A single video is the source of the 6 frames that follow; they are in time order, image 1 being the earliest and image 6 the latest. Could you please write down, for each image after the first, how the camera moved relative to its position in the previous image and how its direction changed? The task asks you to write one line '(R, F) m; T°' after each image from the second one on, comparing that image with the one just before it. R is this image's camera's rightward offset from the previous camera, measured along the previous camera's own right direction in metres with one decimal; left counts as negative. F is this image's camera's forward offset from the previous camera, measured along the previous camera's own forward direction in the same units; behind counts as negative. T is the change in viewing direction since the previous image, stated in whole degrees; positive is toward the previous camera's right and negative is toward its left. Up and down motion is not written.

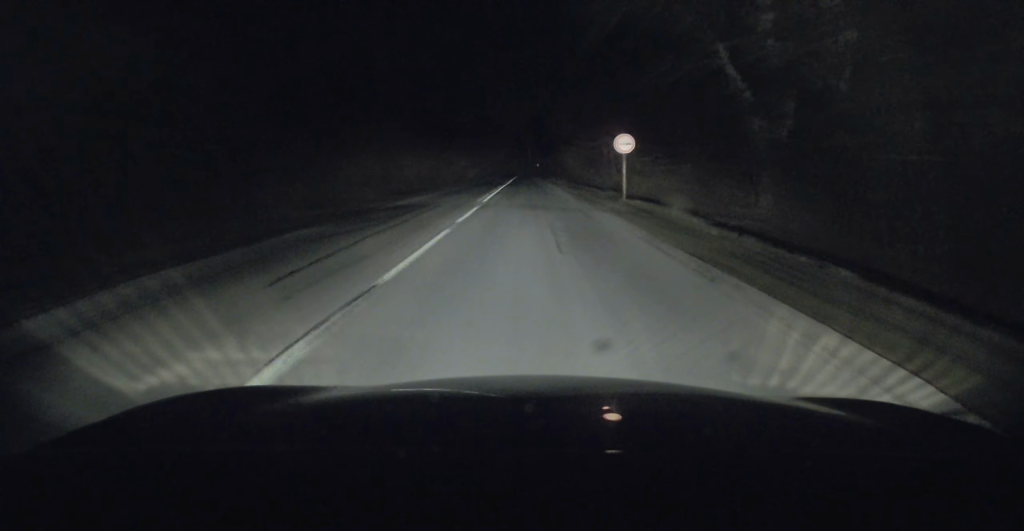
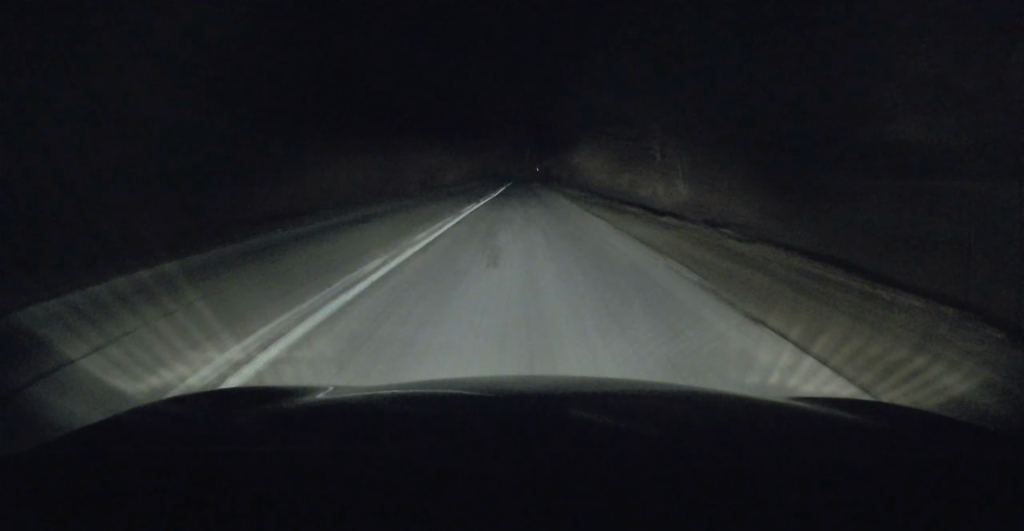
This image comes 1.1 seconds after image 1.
(-0.1, +22.1) m; 0°
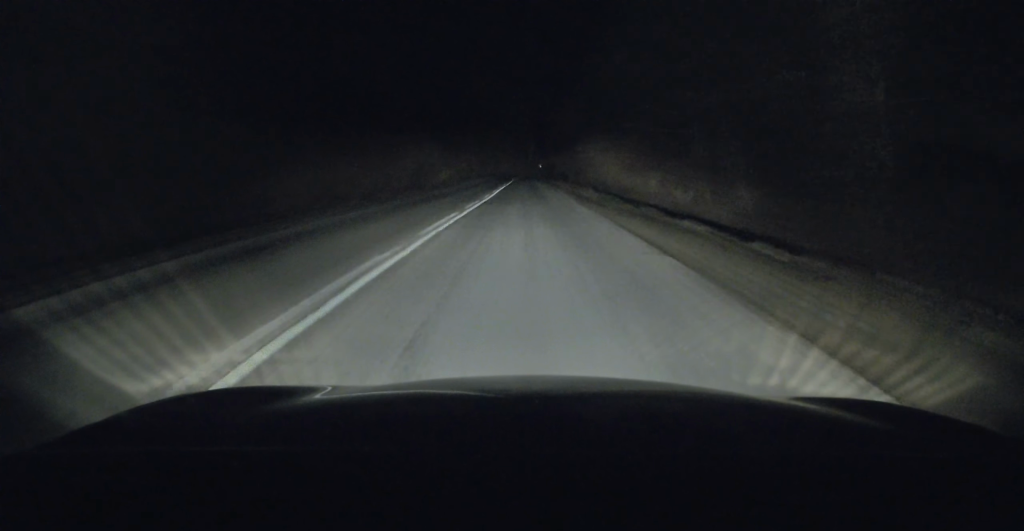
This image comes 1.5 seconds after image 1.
(-0.1, +8.0) m; 0°
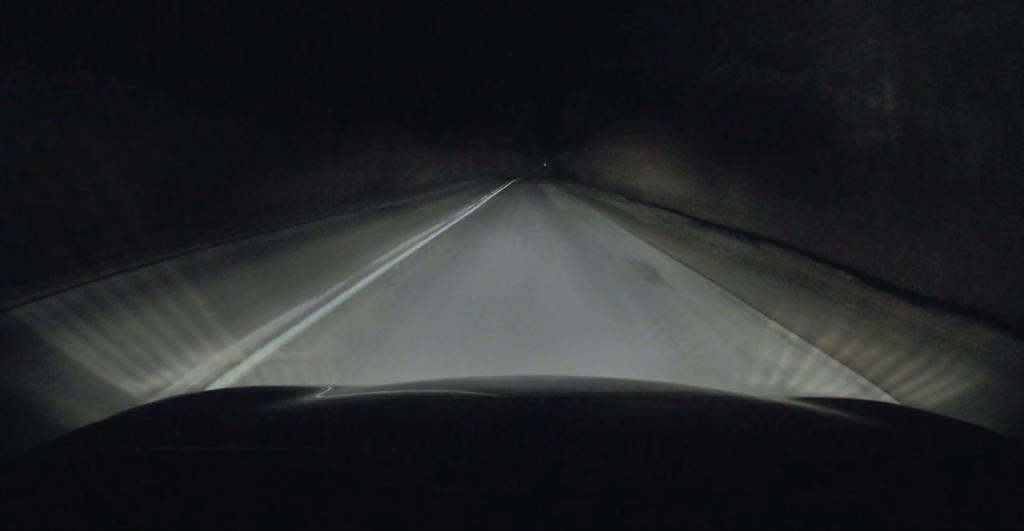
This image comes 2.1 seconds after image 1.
(0.0, +12.7) m; 0°
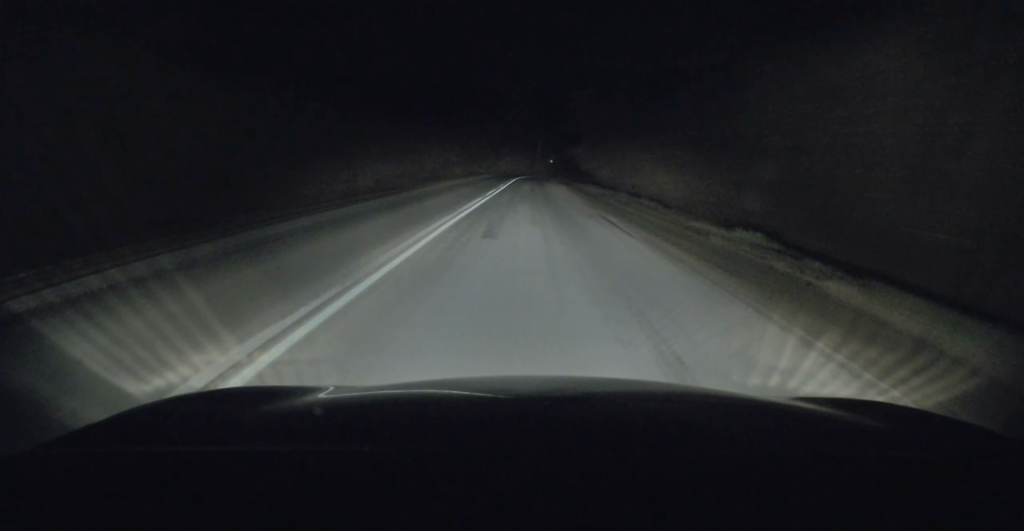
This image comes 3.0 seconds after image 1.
(0.0, +17.9) m; 0°
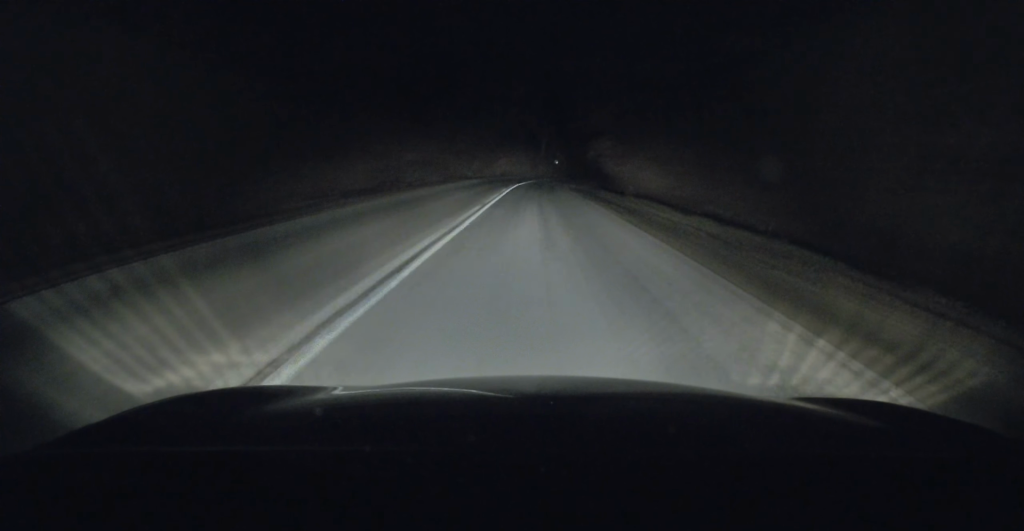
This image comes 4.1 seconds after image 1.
(0.0, +21.0) m; +1°
